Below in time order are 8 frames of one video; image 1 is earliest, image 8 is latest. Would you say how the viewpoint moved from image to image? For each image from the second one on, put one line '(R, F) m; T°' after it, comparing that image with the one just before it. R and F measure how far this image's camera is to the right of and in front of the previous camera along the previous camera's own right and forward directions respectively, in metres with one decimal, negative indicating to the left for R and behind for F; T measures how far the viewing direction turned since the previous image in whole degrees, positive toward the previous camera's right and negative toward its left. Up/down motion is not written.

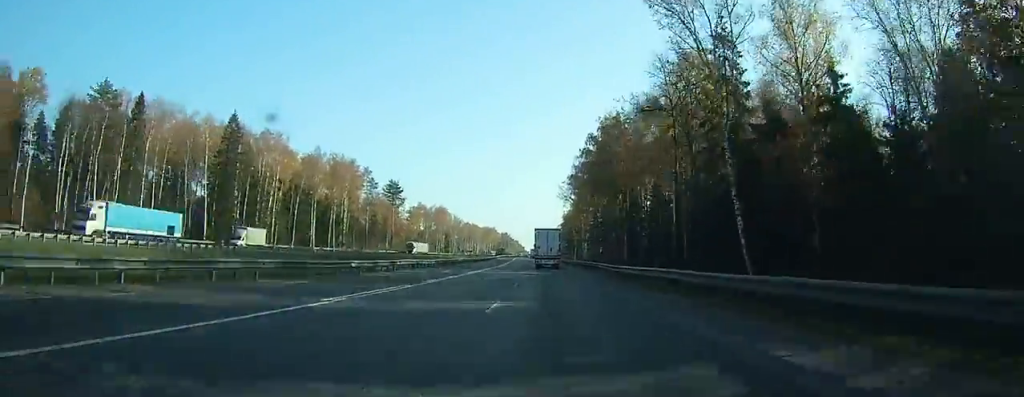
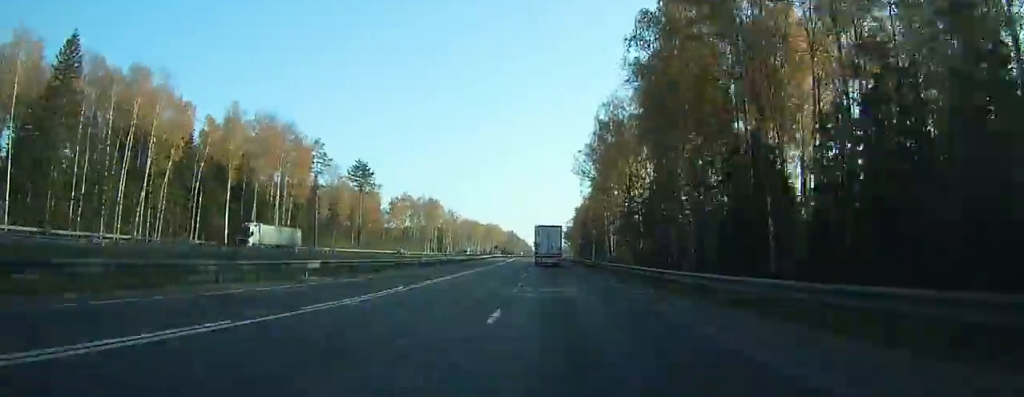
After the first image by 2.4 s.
(-0.1, +45.0) m; 0°
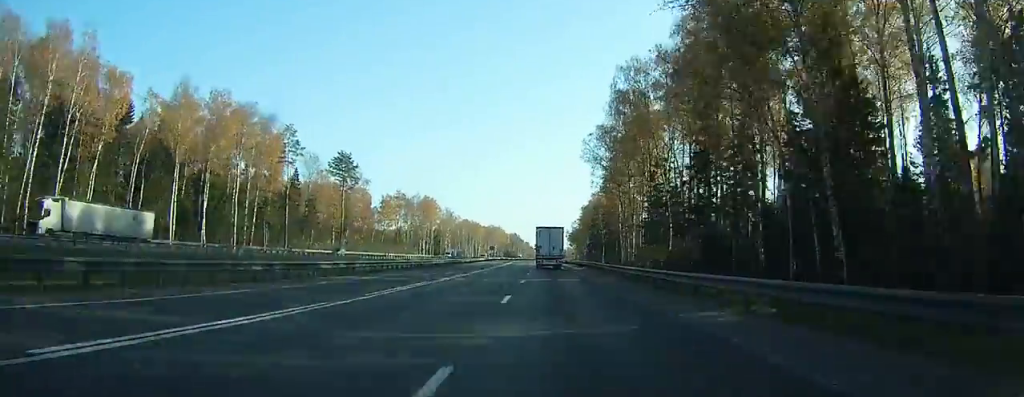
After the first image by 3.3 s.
(0.0, +18.5) m; 0°
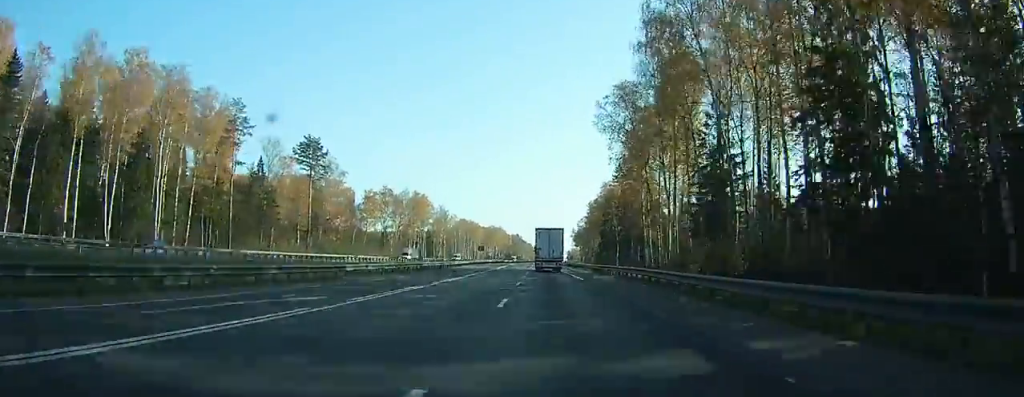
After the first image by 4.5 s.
(-0.2, +25.5) m; -1°
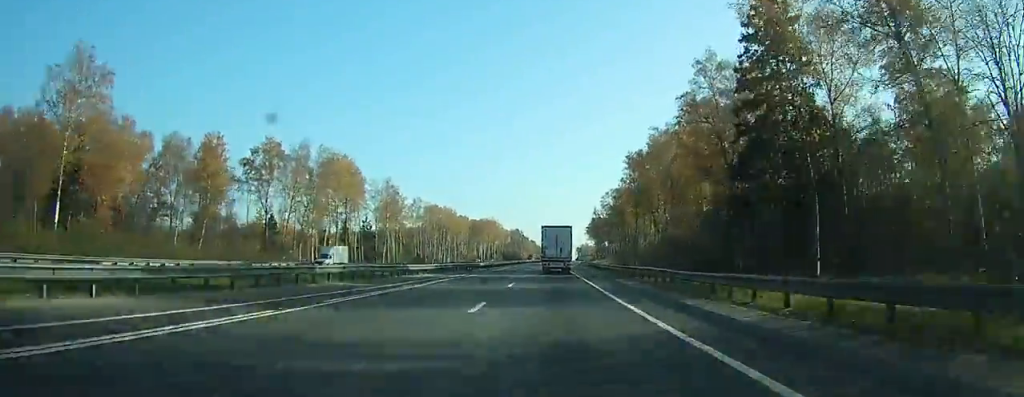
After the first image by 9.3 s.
(-1.8, +100.0) m; -1°
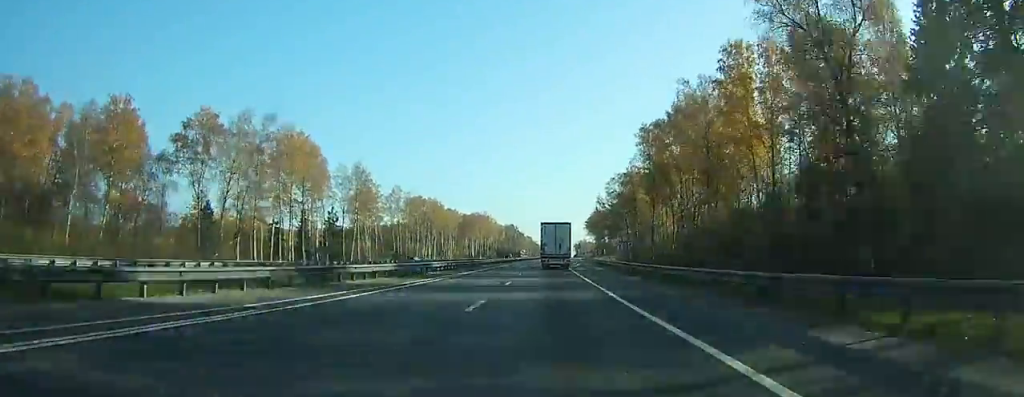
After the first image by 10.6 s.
(-0.1, +22.4) m; 0°
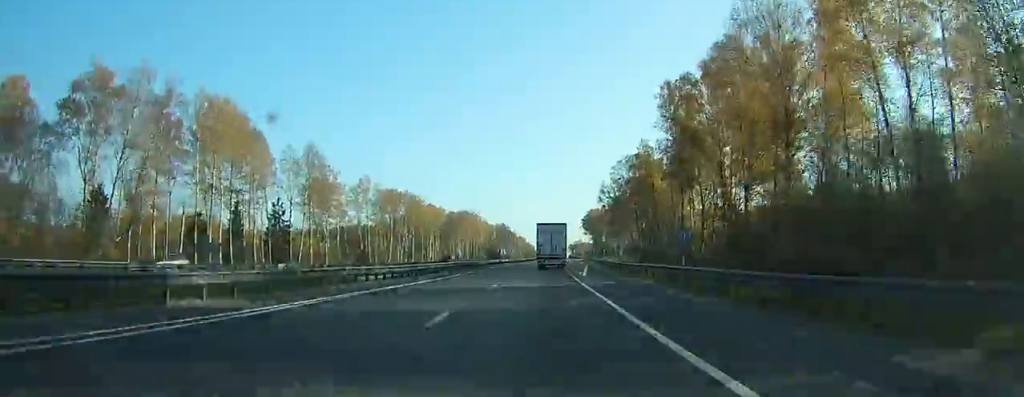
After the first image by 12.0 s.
(0.0, +25.0) m; 0°
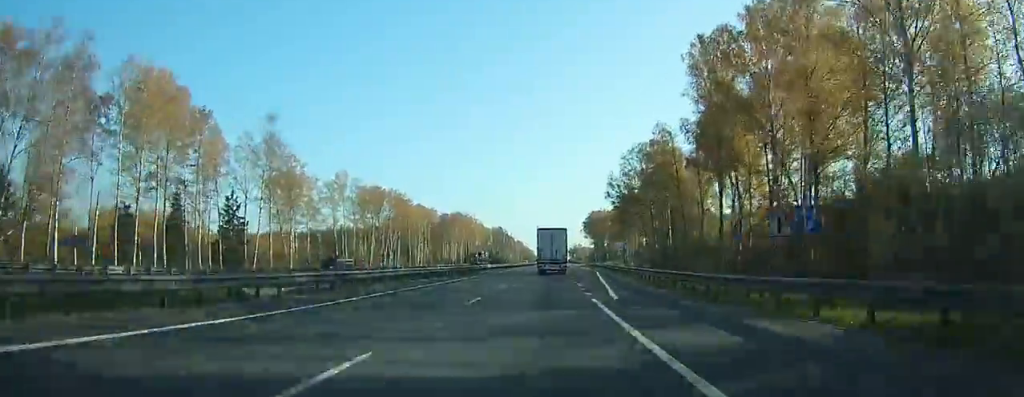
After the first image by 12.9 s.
(0.0, +16.7) m; 0°
